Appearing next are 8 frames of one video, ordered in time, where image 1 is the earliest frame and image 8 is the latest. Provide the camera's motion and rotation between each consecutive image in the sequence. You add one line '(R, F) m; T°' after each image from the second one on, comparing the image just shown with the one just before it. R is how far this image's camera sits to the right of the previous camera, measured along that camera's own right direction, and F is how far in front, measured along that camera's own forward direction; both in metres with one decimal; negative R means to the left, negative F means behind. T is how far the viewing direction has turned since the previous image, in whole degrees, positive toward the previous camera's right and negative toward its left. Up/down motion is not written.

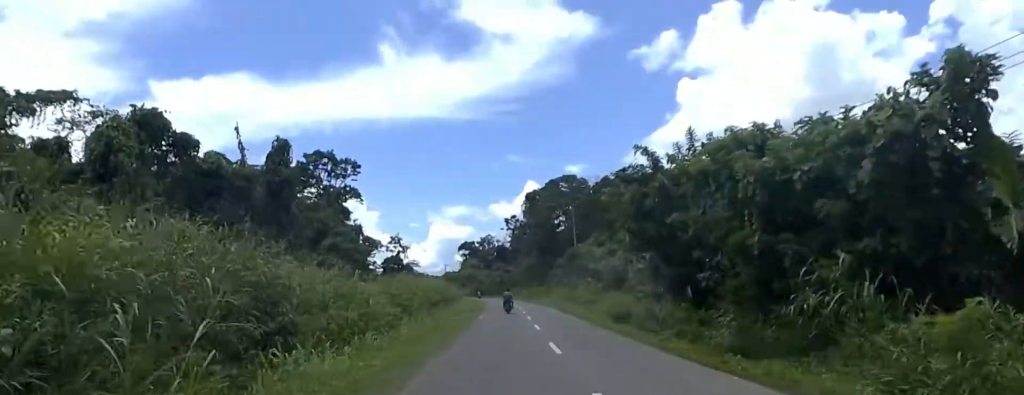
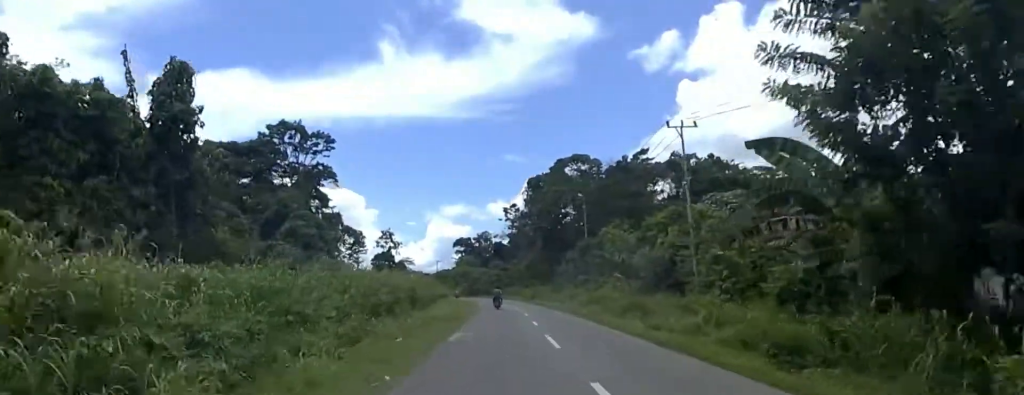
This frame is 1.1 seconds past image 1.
(+0.2, +15.9) m; 0°
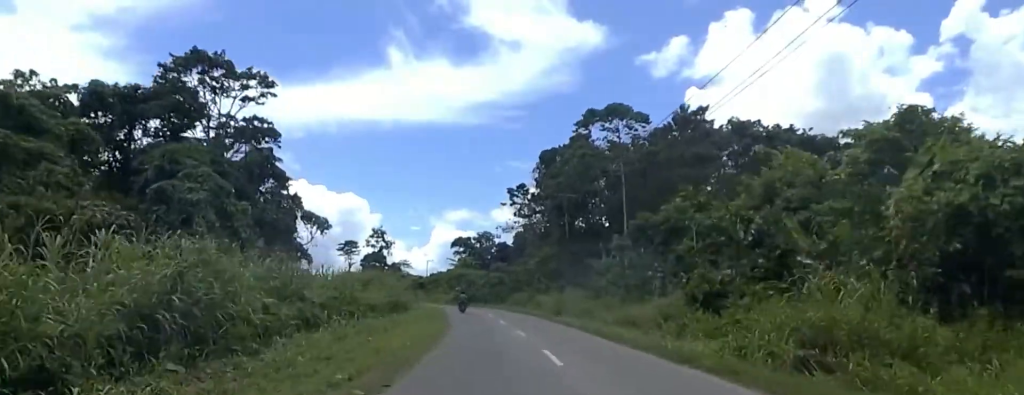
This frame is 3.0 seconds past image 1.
(-2.3, +26.1) m; -6°
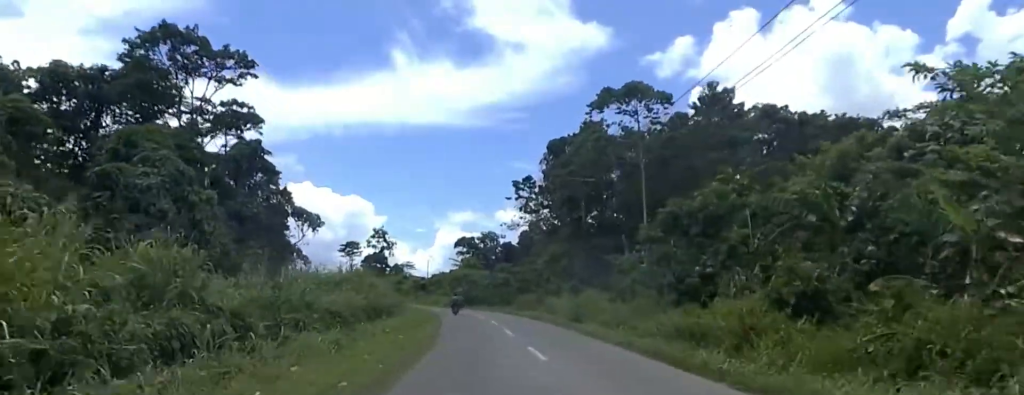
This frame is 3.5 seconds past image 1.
(+0.4, +6.7) m; 0°
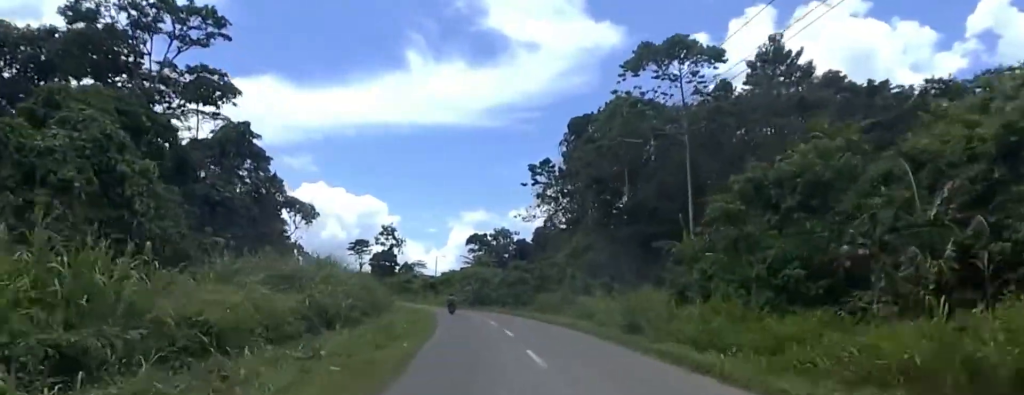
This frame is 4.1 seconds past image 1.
(+0.6, +9.6) m; 0°
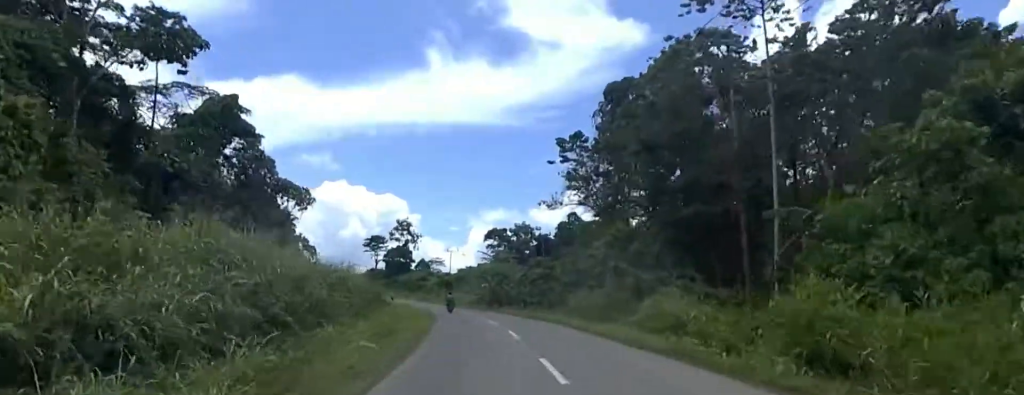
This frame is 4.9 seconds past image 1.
(-0.9, +10.9) m; -1°
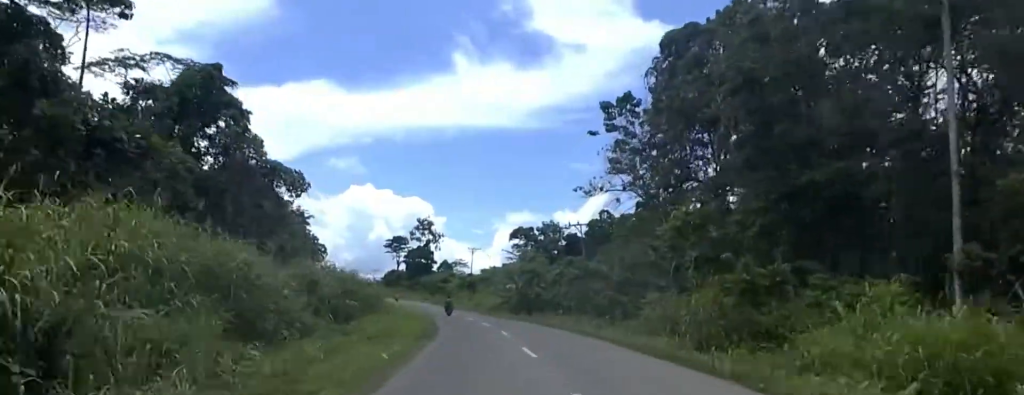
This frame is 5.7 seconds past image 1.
(+0.5, +12.2) m; 0°
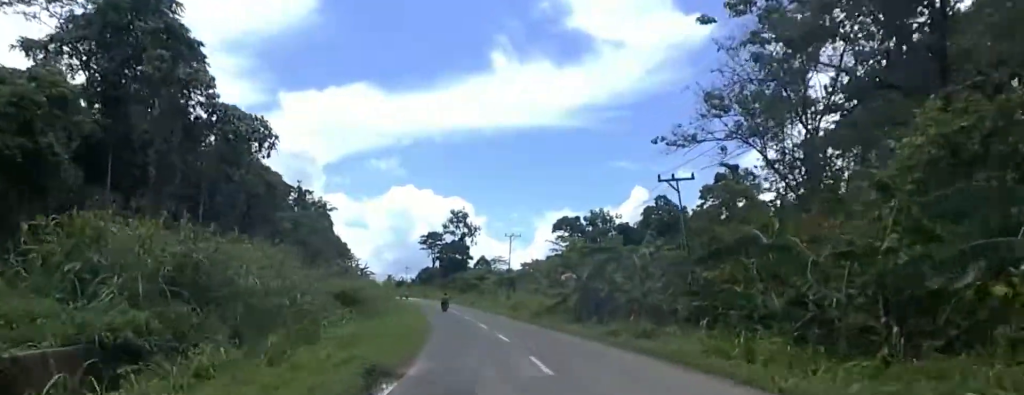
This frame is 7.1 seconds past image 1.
(-0.8, +19.0) m; -10°
